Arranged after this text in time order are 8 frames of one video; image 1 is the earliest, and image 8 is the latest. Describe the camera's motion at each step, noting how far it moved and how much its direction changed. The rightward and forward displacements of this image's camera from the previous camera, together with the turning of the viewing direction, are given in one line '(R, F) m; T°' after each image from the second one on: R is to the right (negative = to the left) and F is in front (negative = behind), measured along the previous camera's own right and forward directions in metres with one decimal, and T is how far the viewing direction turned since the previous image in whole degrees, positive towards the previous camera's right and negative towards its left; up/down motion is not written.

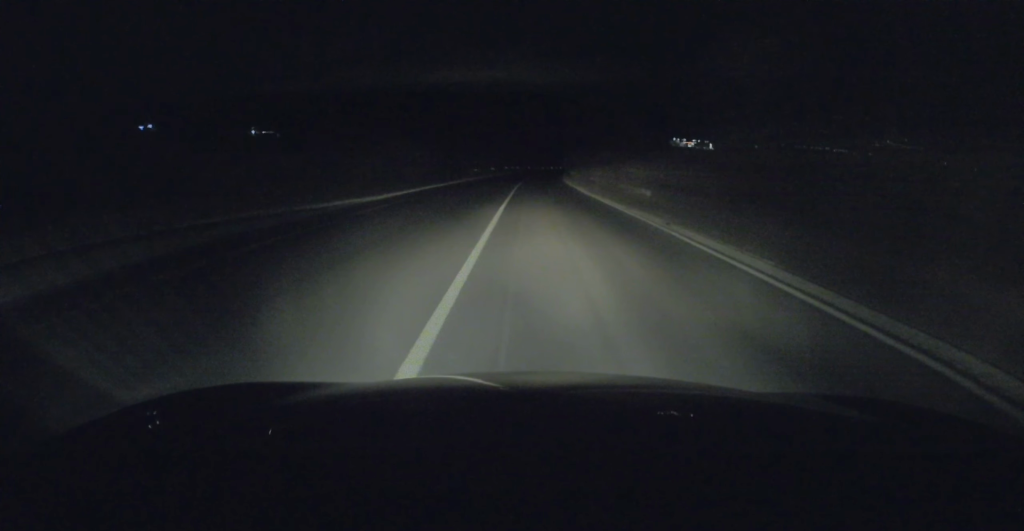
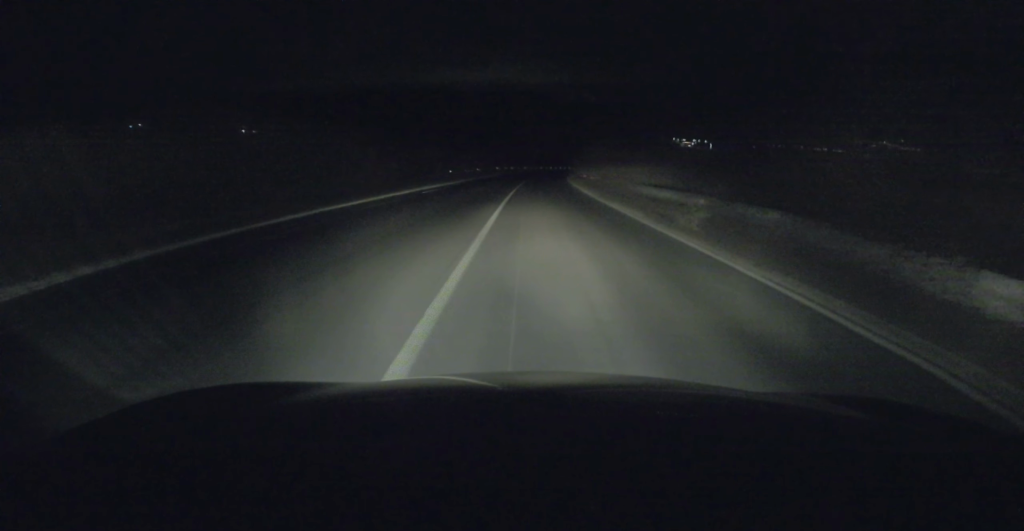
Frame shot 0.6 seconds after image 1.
(-0.1, +17.1) m; 0°
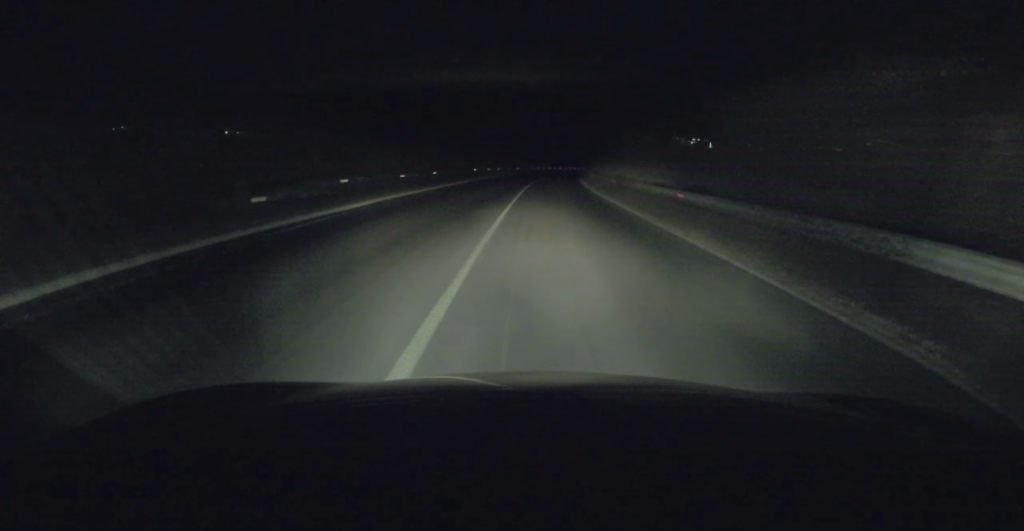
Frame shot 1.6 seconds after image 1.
(0.0, +25.5) m; +1°
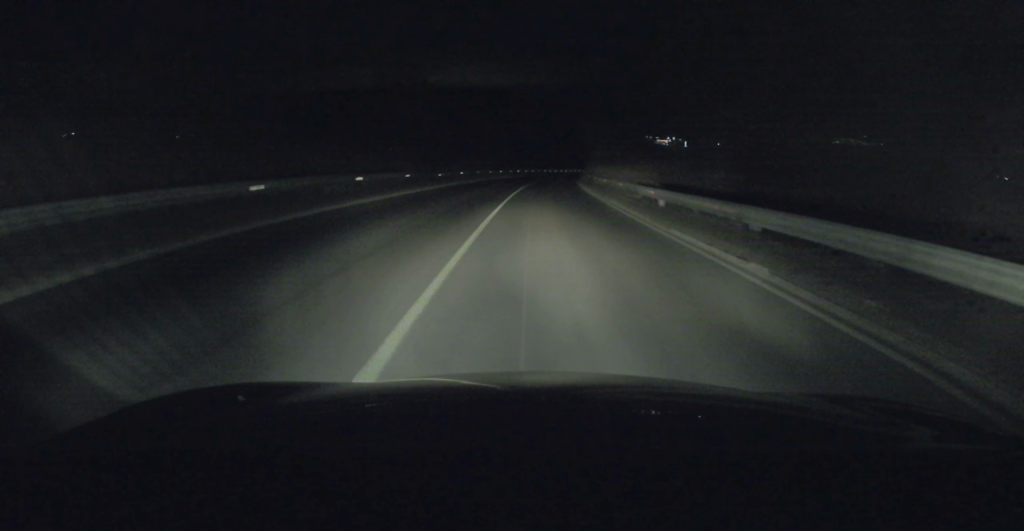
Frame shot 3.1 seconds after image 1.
(+0.6, +38.0) m; +2°
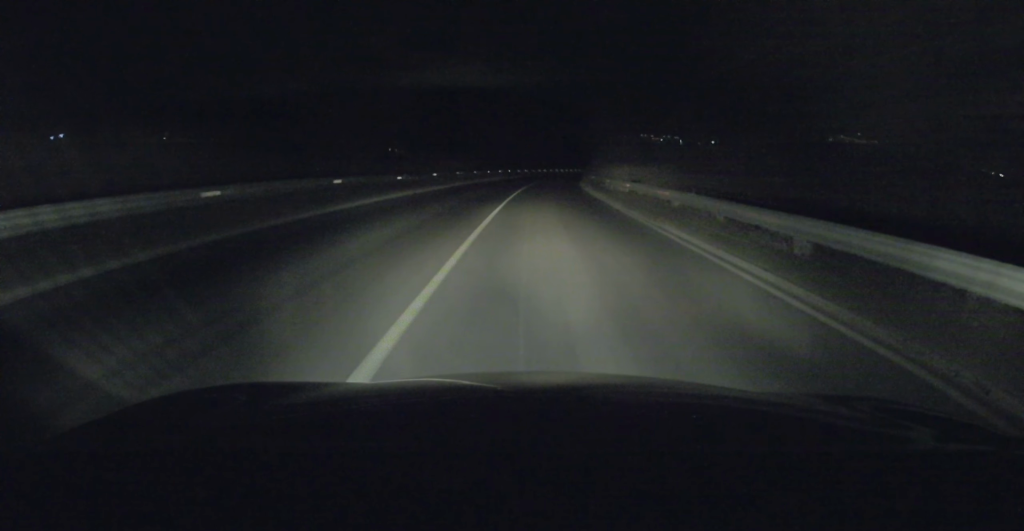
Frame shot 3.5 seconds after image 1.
(0.0, +10.3) m; +1°
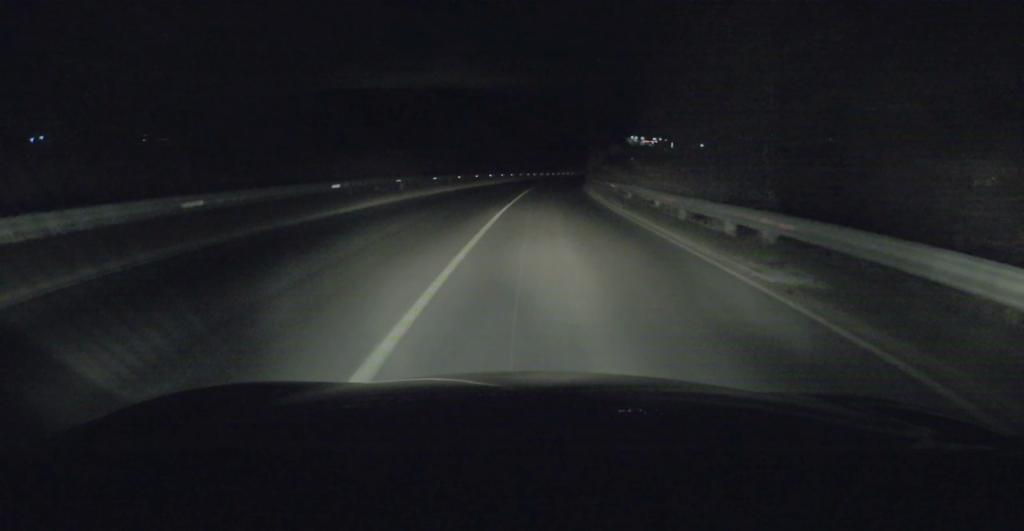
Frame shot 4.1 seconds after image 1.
(+0.2, +17.0) m; +1°
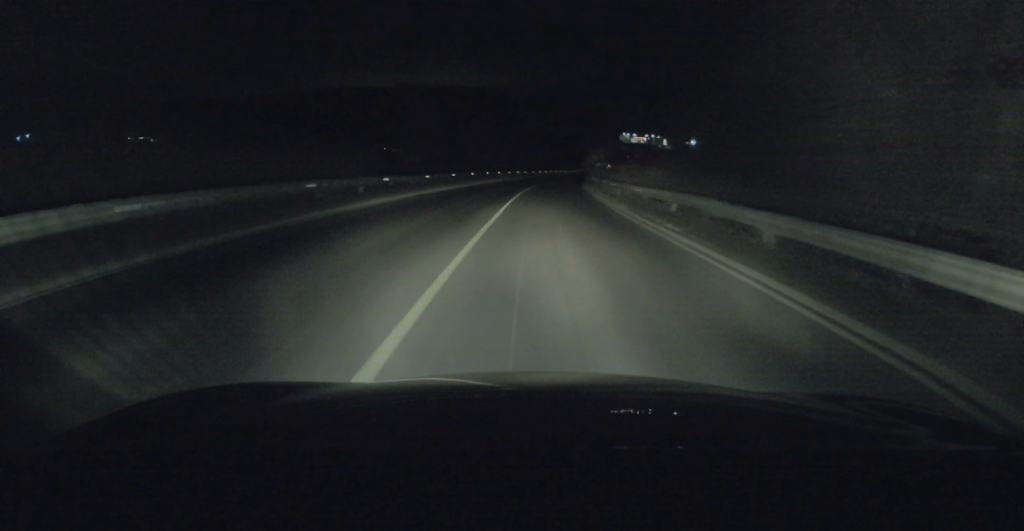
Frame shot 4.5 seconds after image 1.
(0.0, +10.2) m; +1°
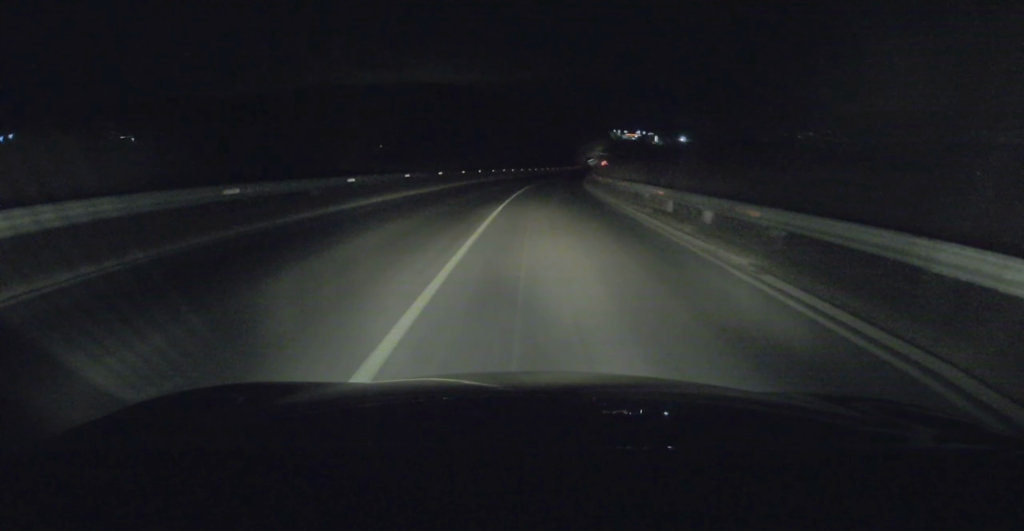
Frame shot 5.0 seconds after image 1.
(+0.1, +12.6) m; +1°
